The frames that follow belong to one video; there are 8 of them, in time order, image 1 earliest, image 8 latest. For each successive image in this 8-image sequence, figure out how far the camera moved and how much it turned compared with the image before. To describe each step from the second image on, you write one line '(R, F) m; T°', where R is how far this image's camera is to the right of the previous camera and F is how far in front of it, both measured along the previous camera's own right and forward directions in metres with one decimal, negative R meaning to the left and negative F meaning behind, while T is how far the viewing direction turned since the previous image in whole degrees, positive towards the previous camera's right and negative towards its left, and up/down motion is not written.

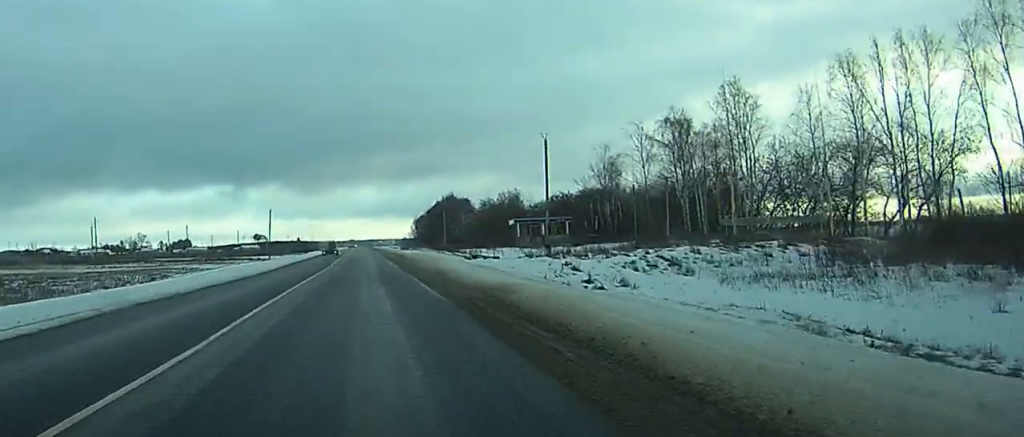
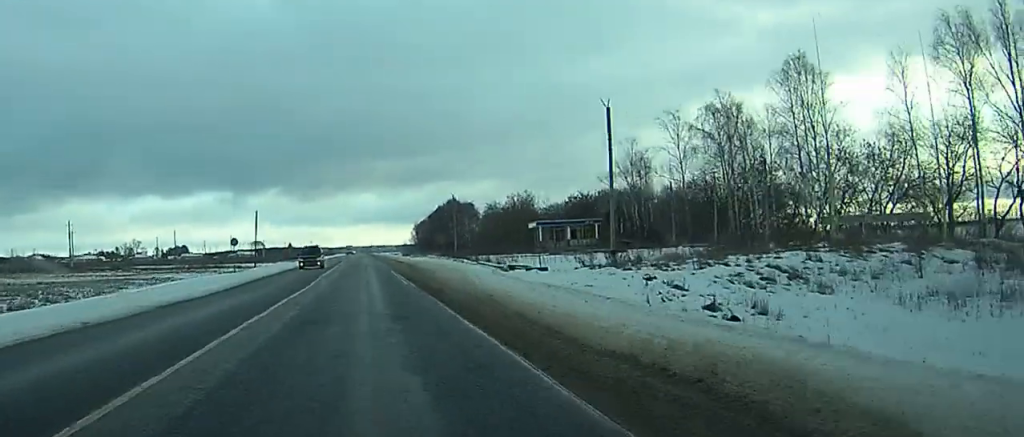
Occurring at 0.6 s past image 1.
(0.0, +14.9) m; 0°
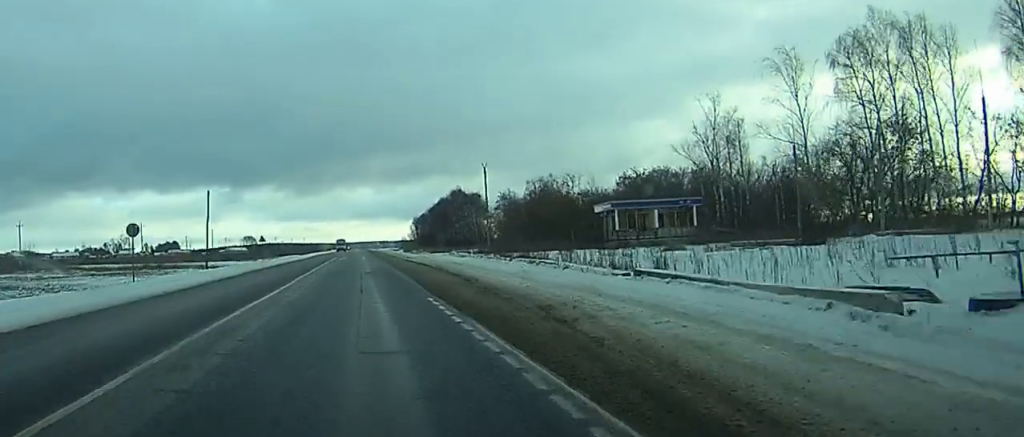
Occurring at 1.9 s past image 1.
(0.0, +31.6) m; 0°
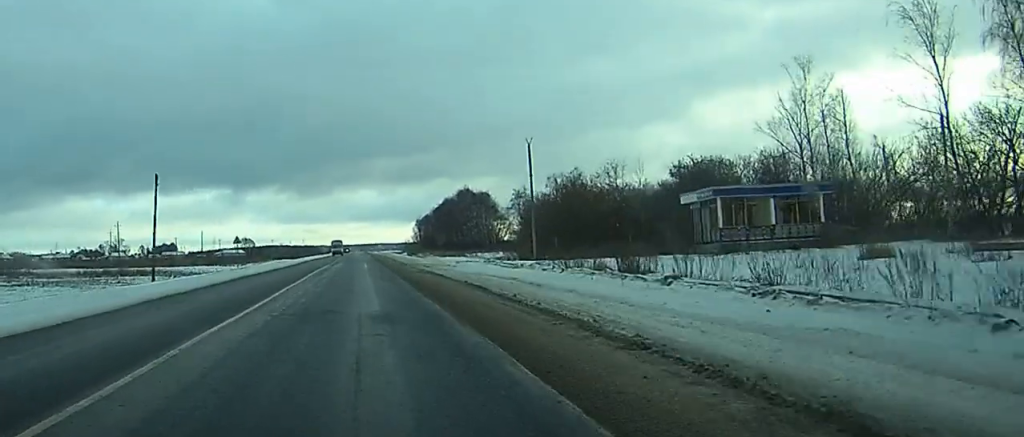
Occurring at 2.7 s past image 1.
(0.0, +20.0) m; 0°
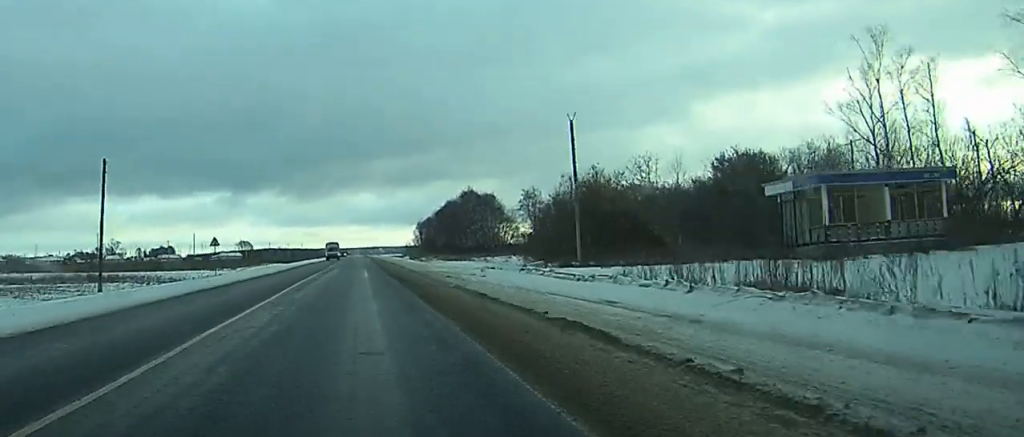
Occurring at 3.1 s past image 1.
(0.0, +11.7) m; 0°
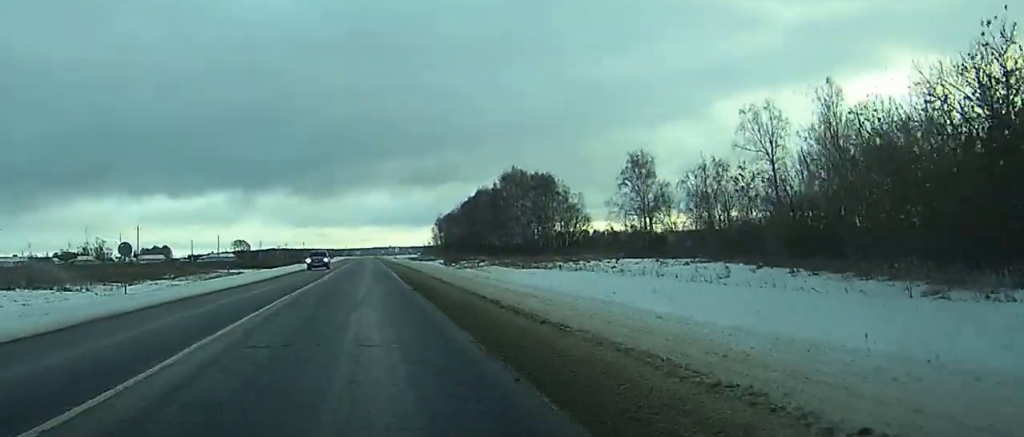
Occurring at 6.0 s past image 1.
(-0.3, +72.0) m; 0°
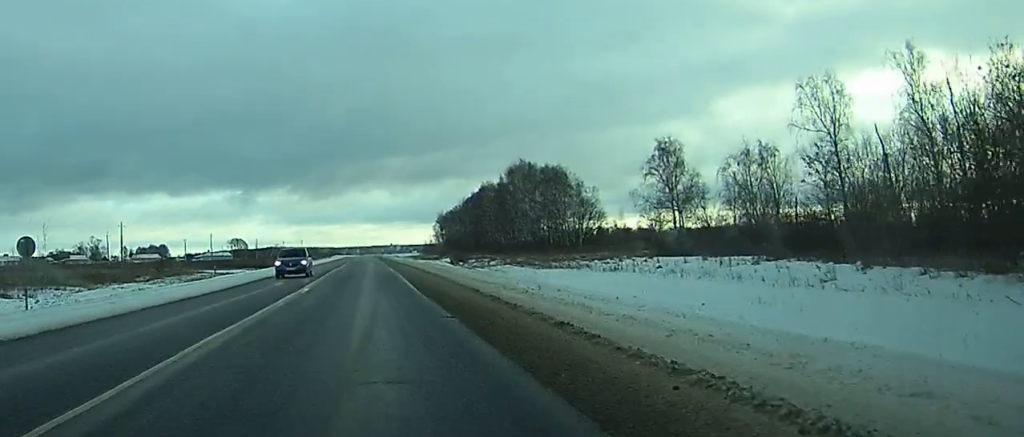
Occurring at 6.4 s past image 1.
(0.0, +12.0) m; 0°
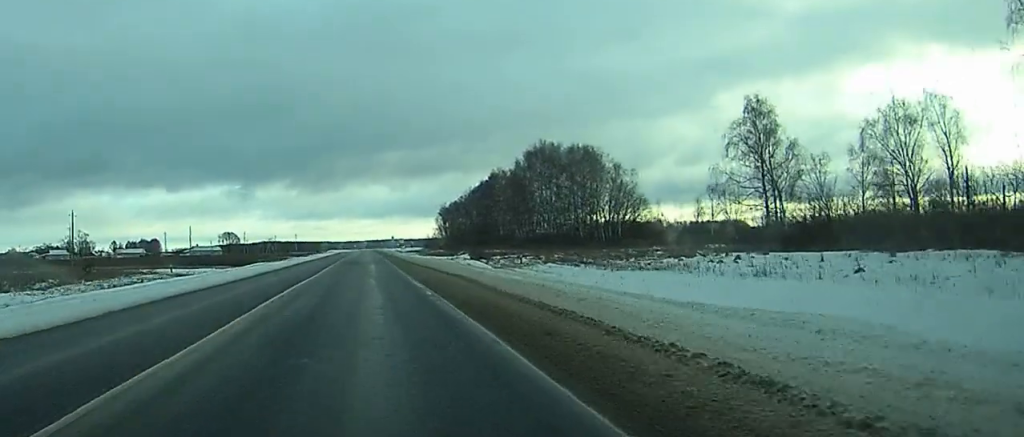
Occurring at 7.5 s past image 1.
(0.0, +27.6) m; 0°
